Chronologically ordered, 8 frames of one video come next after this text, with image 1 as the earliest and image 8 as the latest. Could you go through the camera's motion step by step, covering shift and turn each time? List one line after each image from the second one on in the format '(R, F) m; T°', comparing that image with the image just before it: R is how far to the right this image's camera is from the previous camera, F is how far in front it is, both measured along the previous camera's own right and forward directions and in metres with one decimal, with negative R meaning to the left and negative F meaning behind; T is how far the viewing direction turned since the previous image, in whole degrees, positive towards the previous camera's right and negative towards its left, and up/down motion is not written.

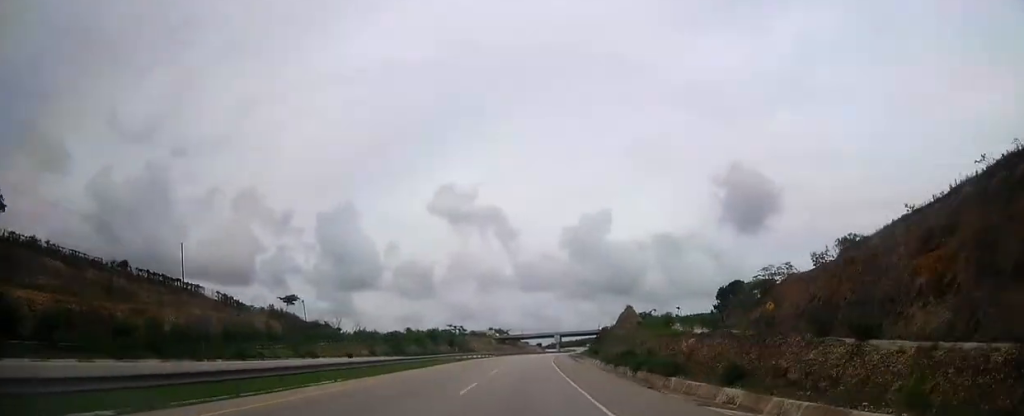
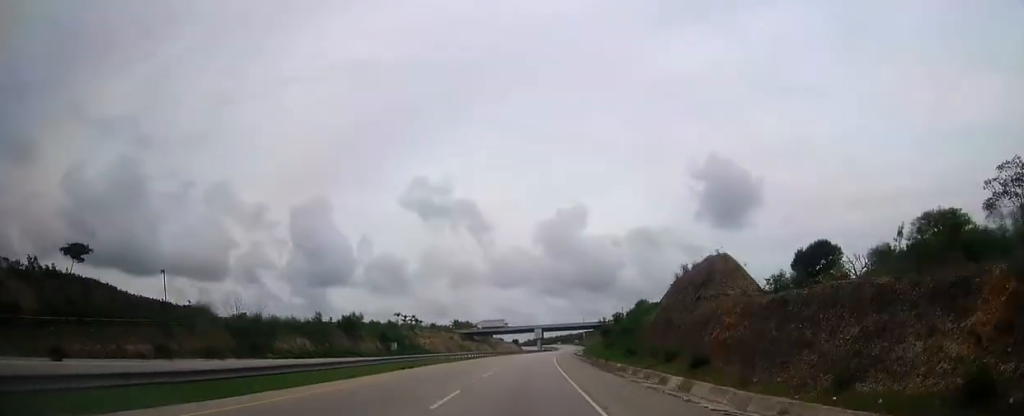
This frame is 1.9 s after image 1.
(+1.6, +56.7) m; +3°
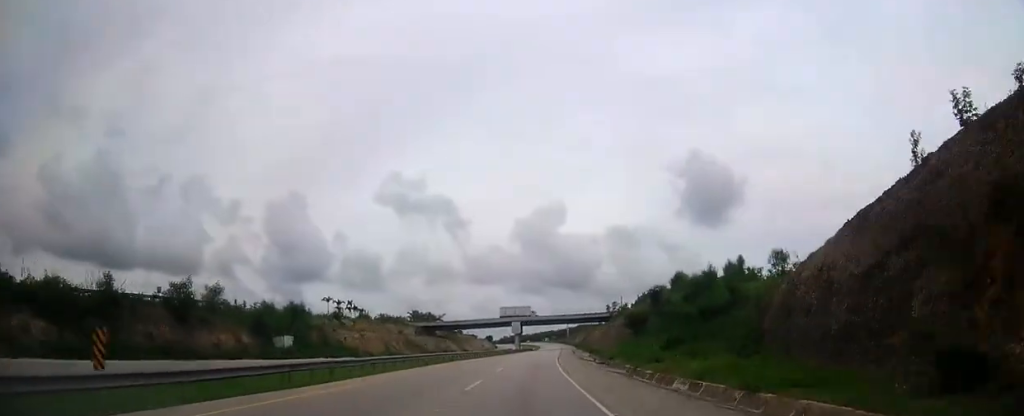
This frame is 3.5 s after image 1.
(+0.8, +47.6) m; +2°
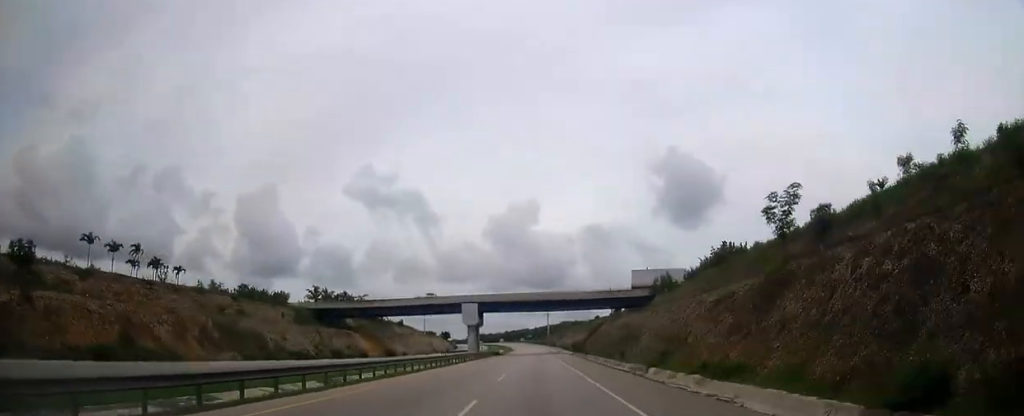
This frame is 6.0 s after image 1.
(+1.9, +73.8) m; +2°
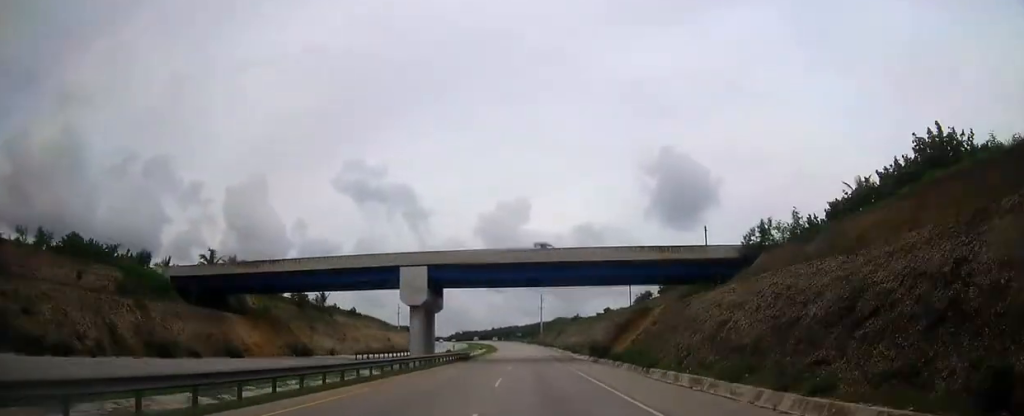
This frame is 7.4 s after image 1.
(+0.5, +41.6) m; +1°
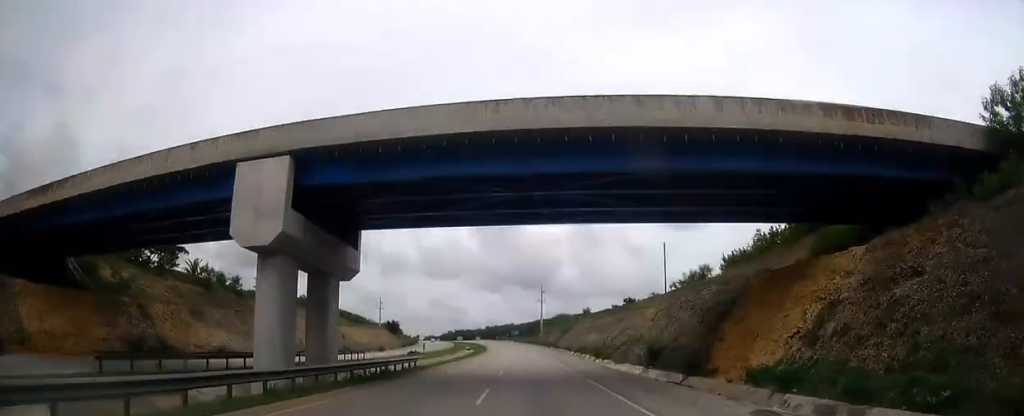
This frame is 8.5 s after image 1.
(+0.2, +32.4) m; 0°
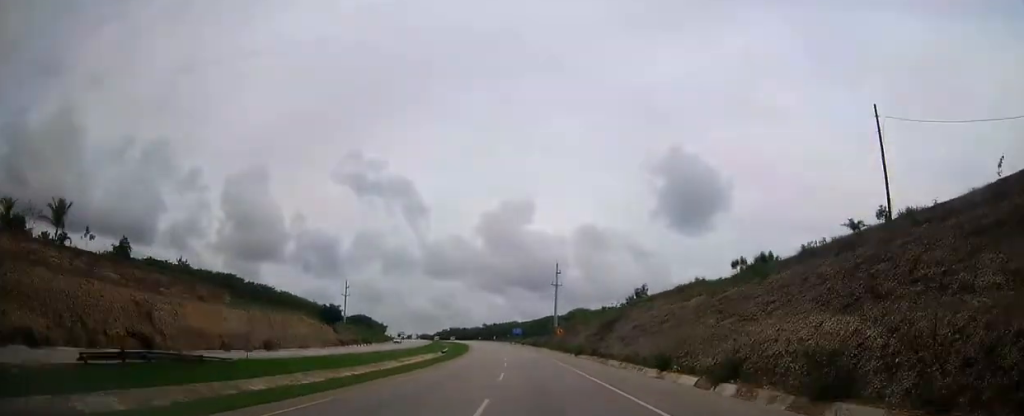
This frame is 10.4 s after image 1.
(+0.4, +55.7) m; 0°
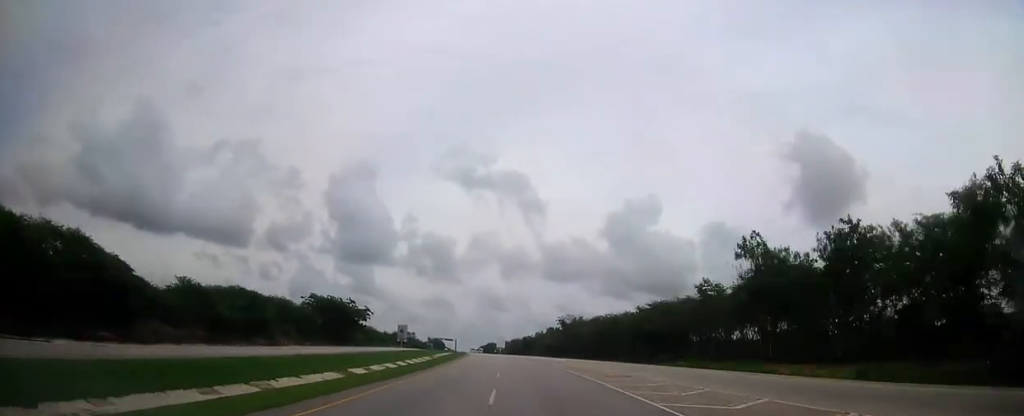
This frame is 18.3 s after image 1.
(-22.6, +230.1) m; -12°
